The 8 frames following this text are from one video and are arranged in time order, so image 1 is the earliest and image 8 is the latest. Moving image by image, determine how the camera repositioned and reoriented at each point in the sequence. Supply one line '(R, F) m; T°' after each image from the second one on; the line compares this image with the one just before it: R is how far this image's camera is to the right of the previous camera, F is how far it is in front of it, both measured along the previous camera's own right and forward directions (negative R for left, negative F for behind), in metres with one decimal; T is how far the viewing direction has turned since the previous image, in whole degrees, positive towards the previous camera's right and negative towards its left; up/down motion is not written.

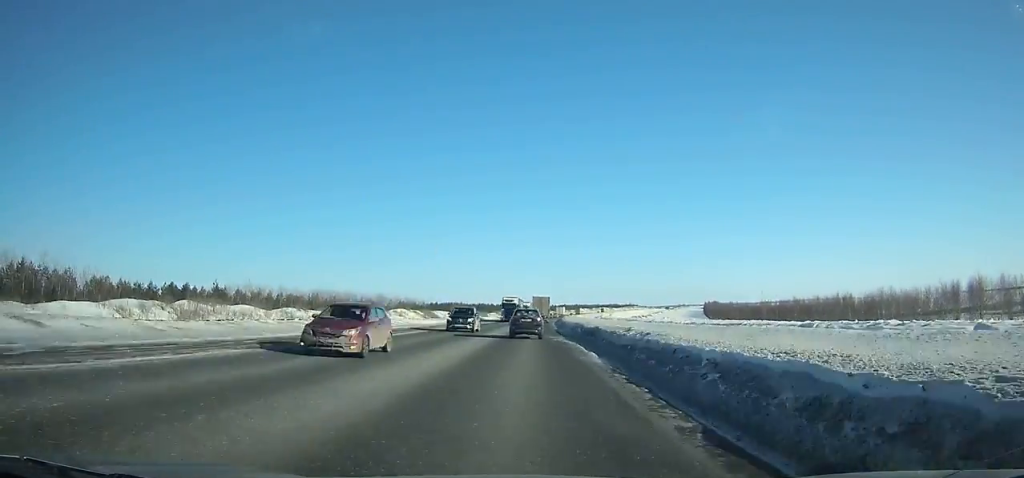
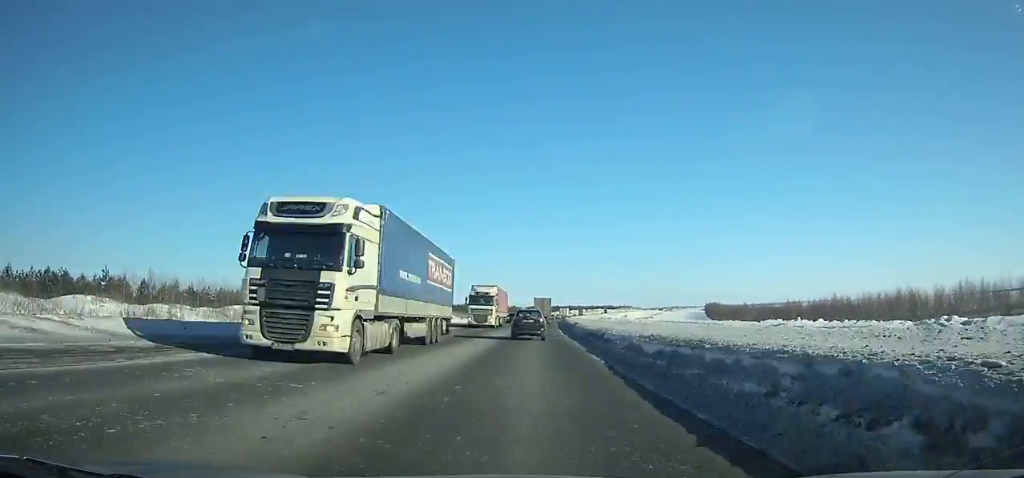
(+0.5, +39.4) m; +1°
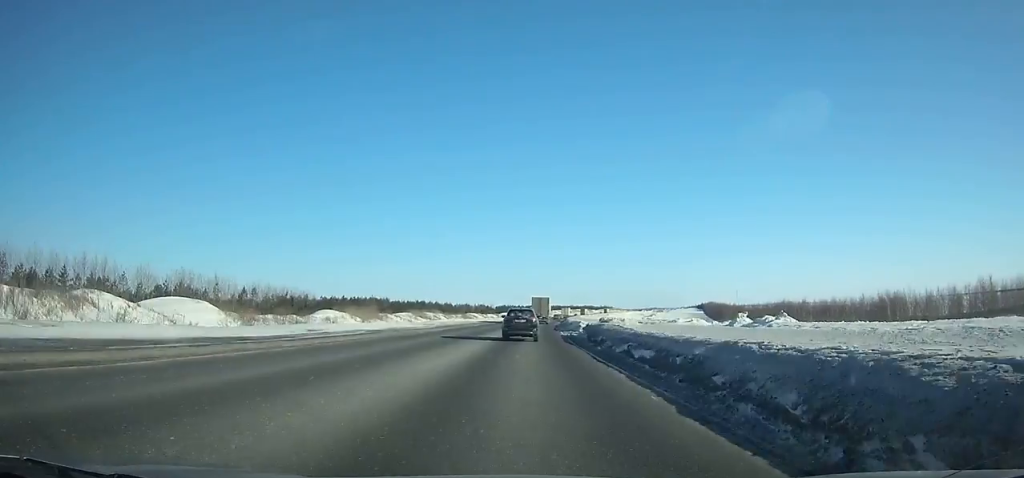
(+1.7, +84.1) m; +3°
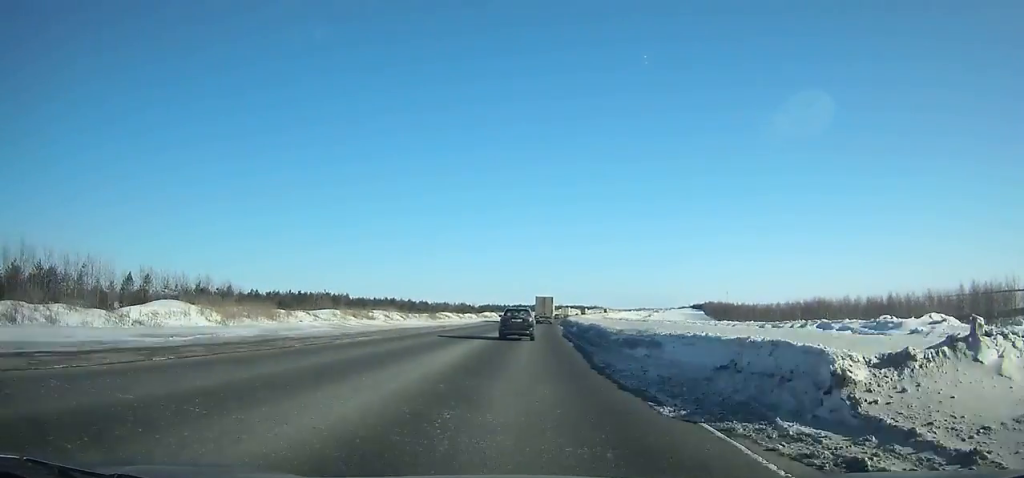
(+0.7, +42.5) m; +1°
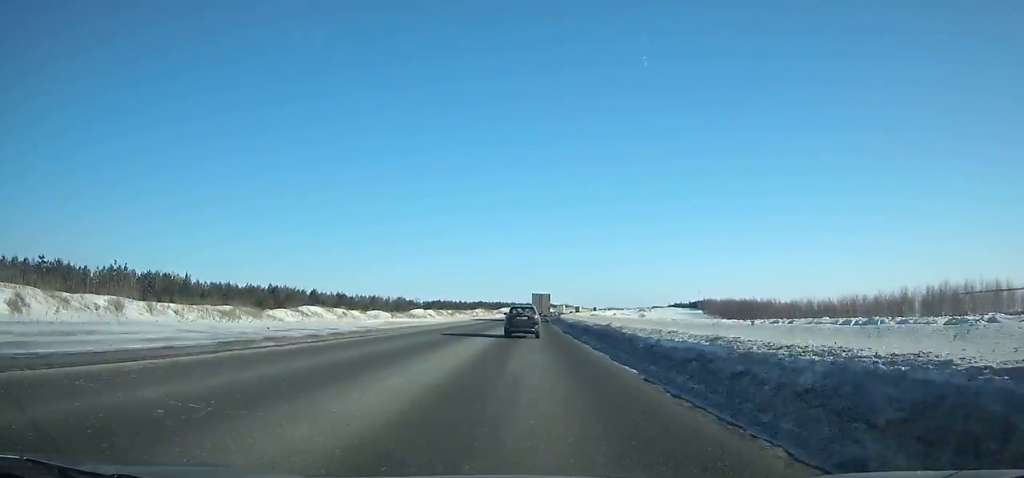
(+2.0, +91.4) m; +3°
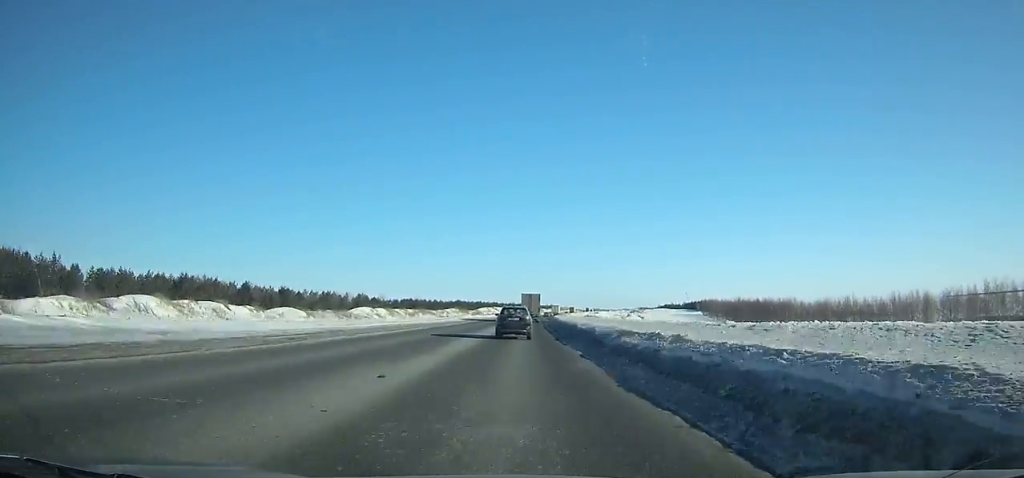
(+0.9, +39.9) m; +1°
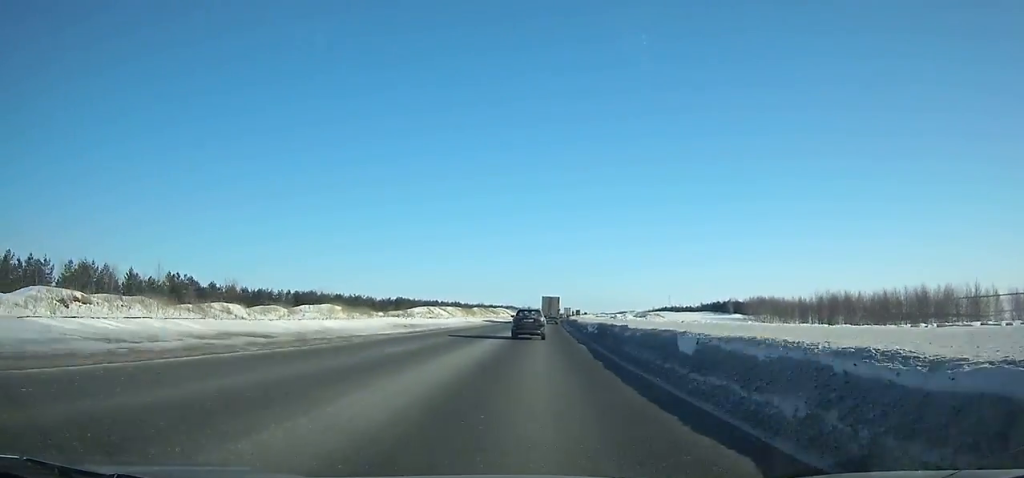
(+2.7, +119.8) m; +3°
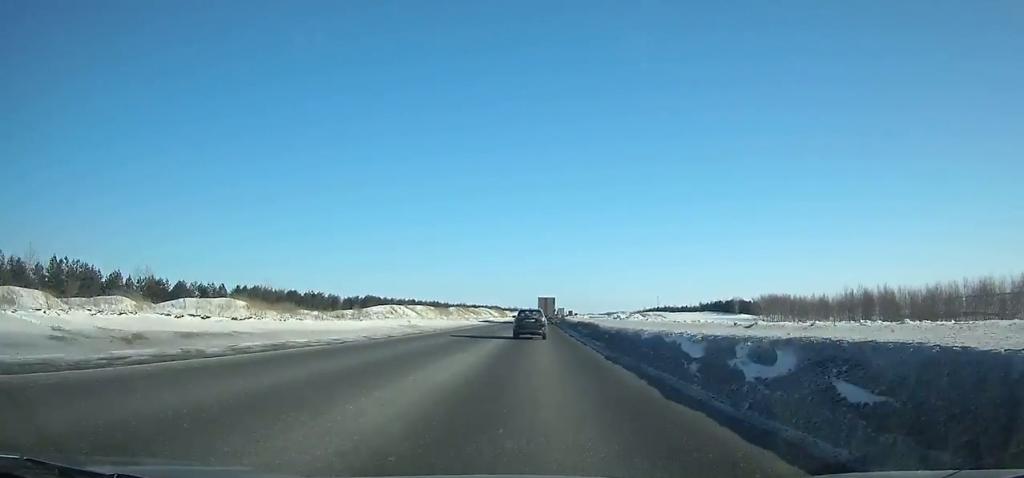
(+0.2, +30.8) m; +1°
